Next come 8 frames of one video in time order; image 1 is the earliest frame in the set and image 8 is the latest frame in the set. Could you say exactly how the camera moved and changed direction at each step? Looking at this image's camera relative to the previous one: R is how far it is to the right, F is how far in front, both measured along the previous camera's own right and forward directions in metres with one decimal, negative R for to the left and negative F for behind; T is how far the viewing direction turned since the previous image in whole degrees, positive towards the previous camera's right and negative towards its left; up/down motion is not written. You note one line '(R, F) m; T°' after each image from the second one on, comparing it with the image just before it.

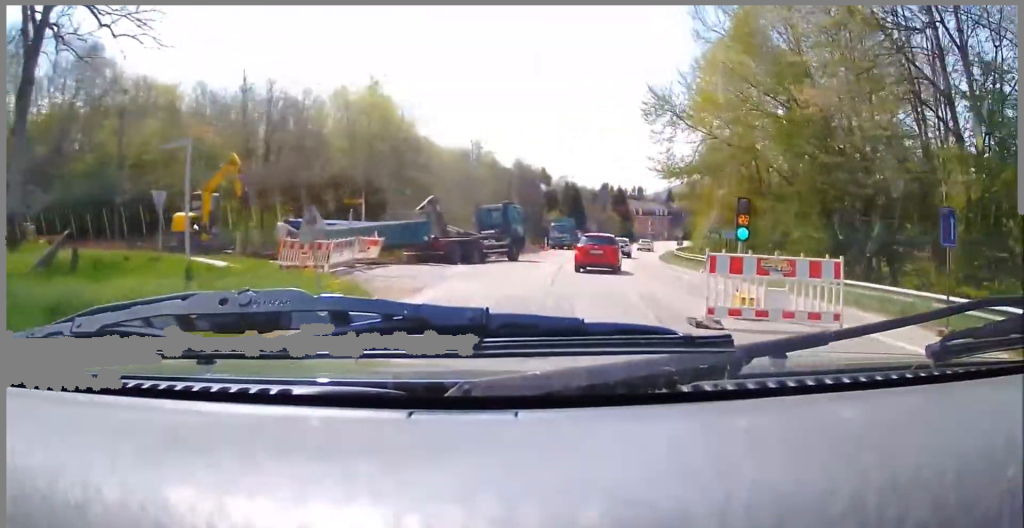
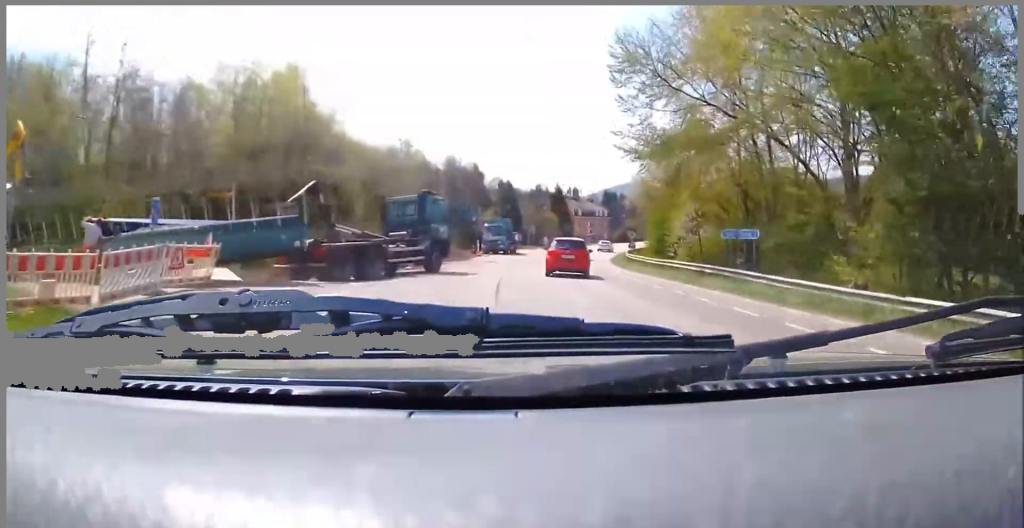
(+0.4, +7.9) m; +2°
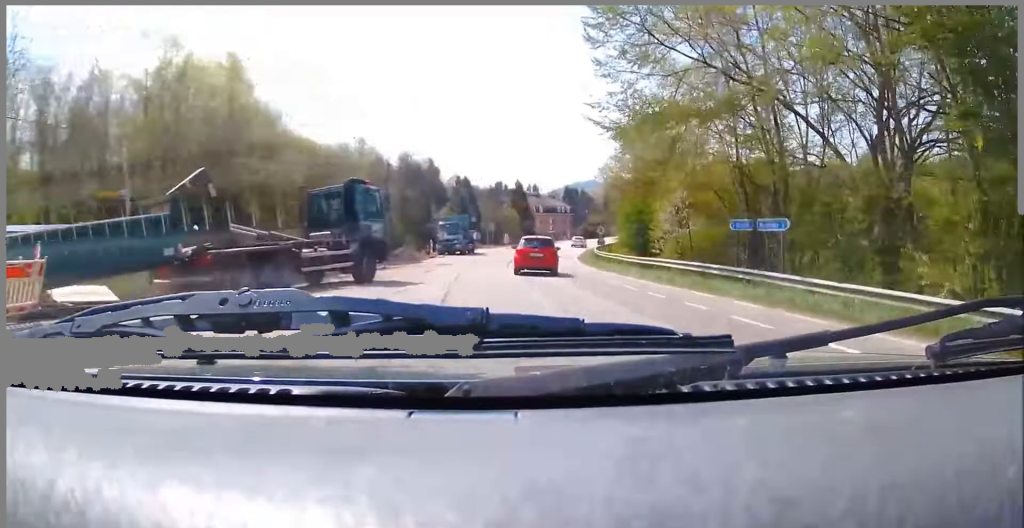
(-0.1, +4.5) m; -1°
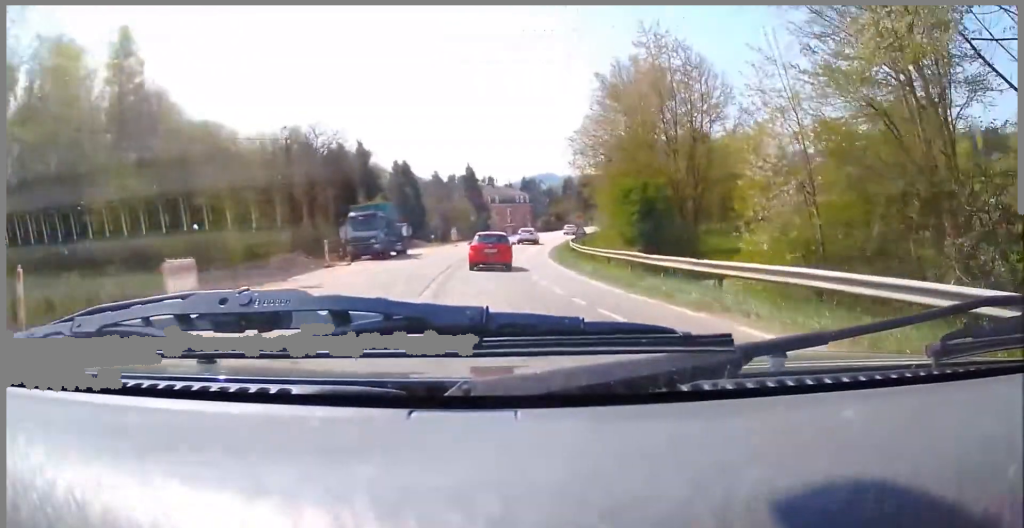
(0.0, +13.4) m; +1°
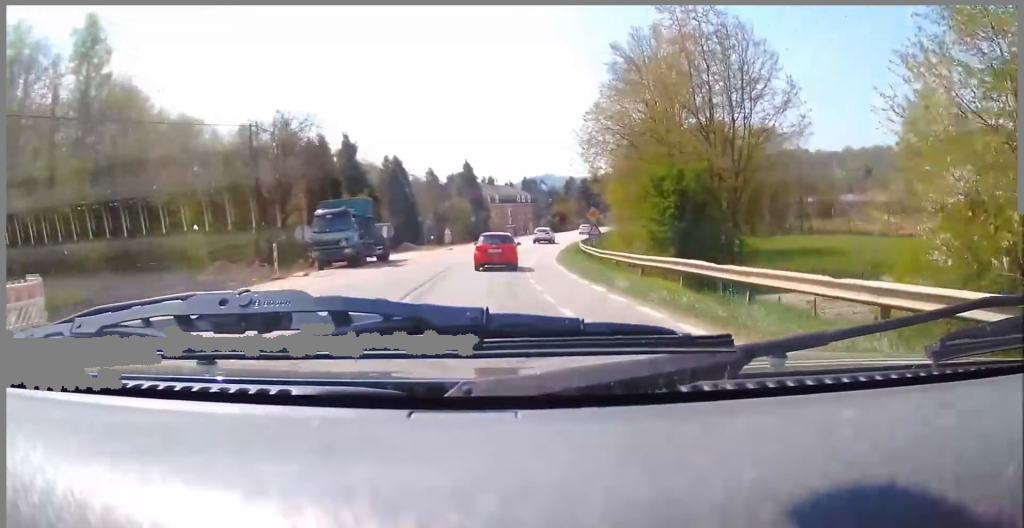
(+0.1, +5.7) m; 0°
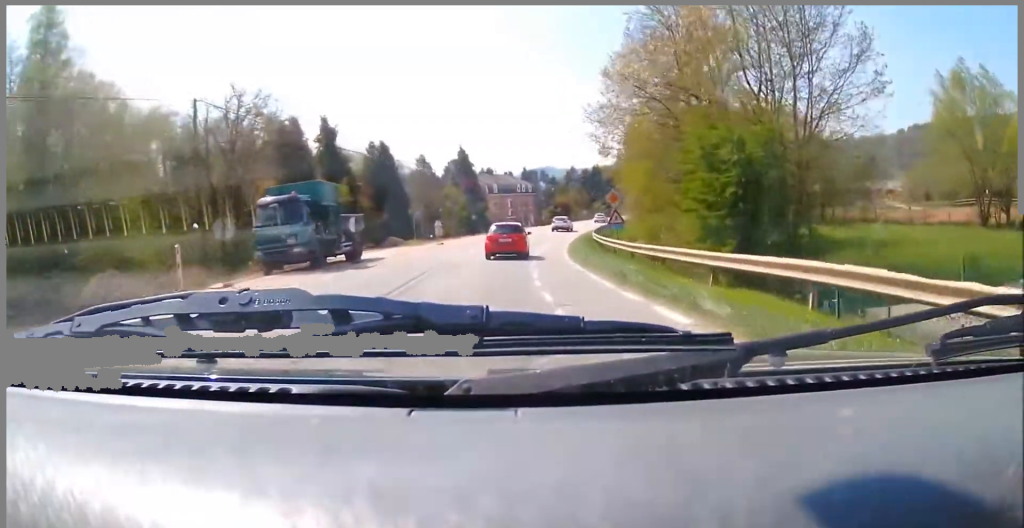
(0.0, +6.2) m; 0°
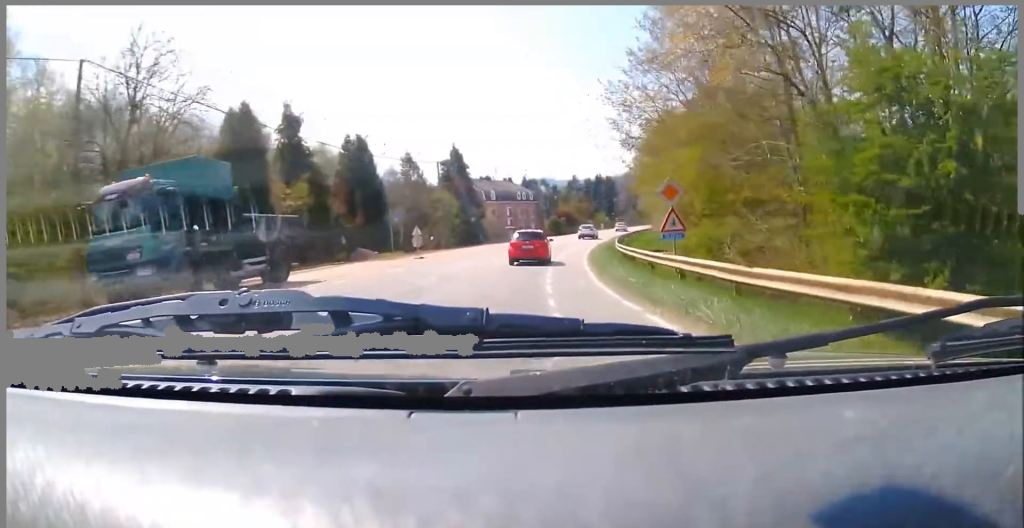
(-0.1, +9.0) m; 0°
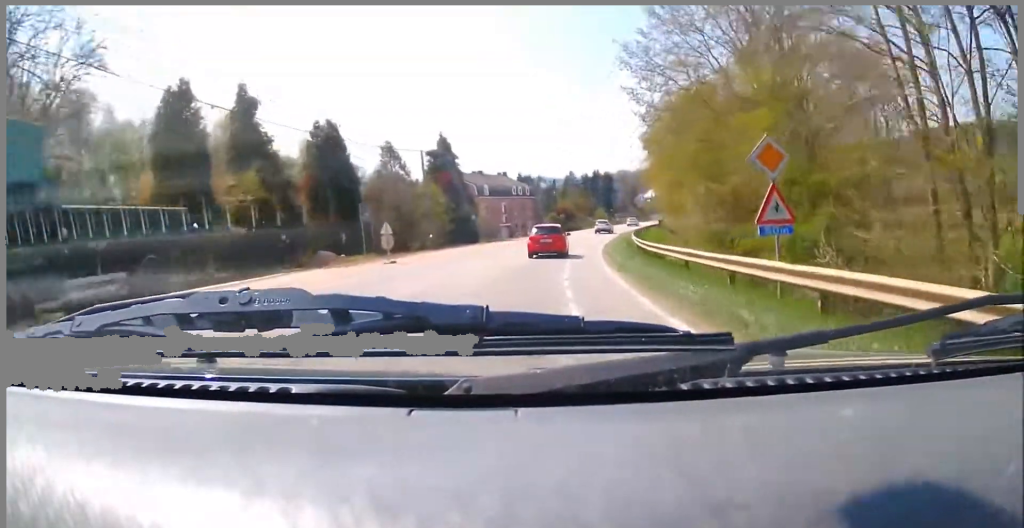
(+0.1, +7.1) m; +2°
